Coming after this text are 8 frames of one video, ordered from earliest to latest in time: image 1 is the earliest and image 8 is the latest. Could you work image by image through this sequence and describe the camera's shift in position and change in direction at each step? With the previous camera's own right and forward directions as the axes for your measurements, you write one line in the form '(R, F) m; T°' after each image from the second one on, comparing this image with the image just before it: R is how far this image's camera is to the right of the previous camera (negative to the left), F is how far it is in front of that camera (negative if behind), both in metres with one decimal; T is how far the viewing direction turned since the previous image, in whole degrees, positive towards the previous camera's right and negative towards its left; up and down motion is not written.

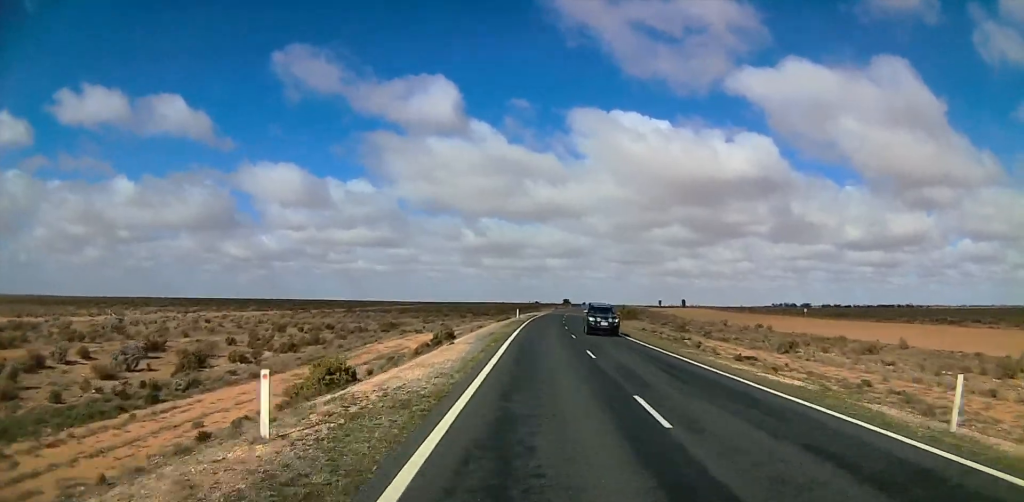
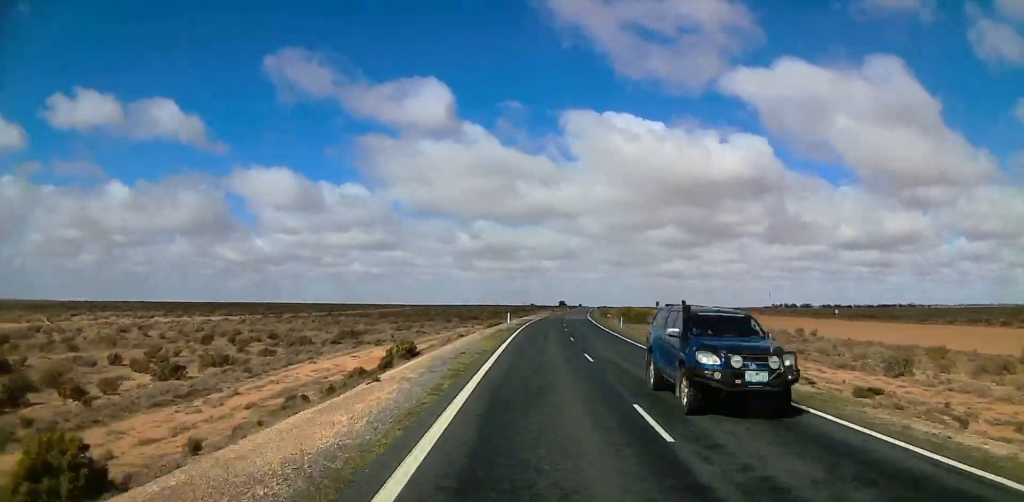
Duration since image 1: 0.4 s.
(+0.1, +12.7) m; 0°
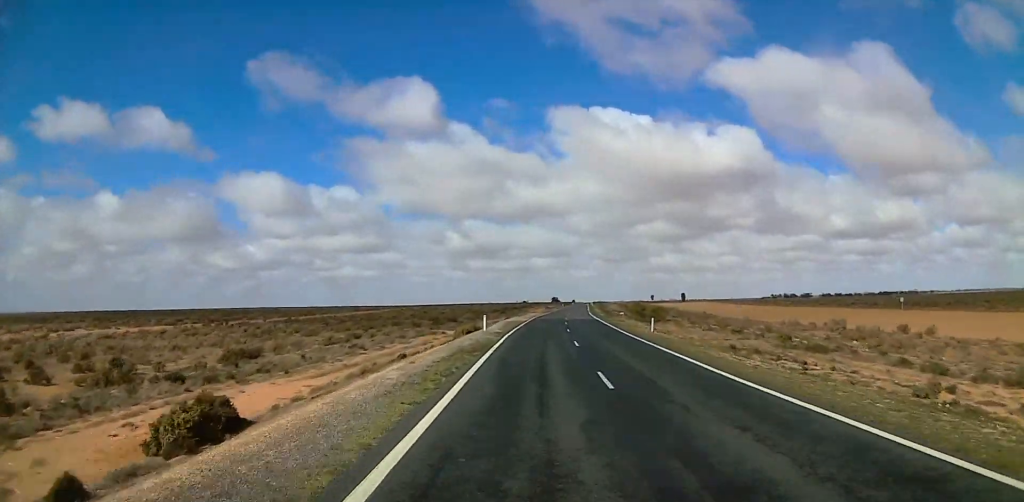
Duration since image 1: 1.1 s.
(0.0, +19.5) m; 0°
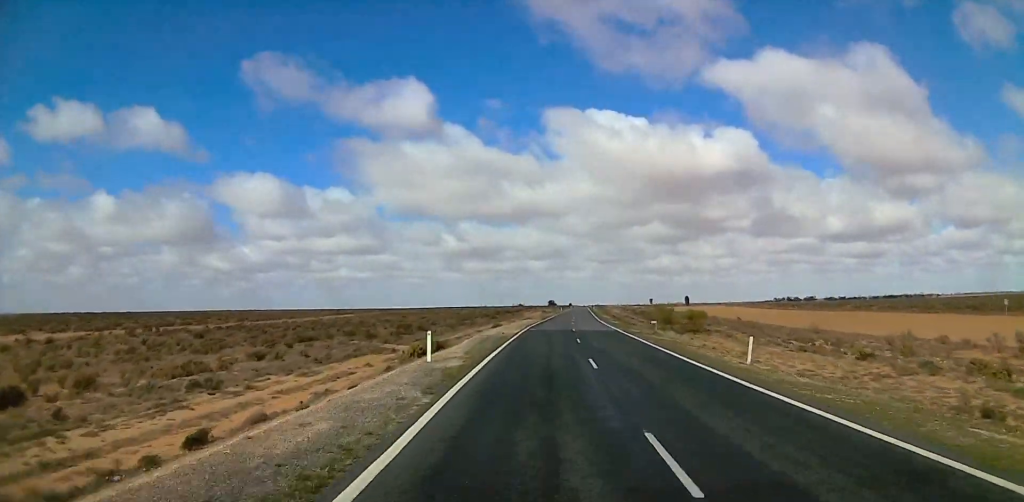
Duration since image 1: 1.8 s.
(0.0, +19.5) m; 0°
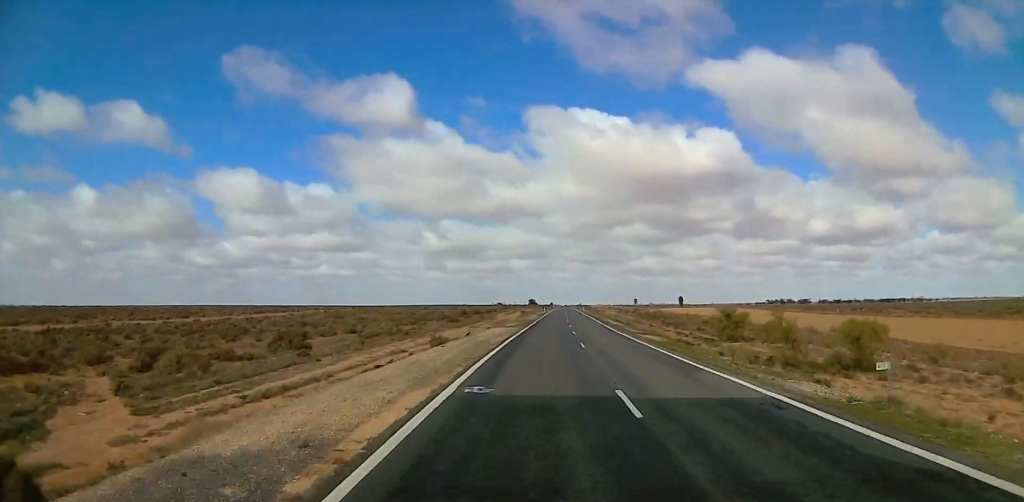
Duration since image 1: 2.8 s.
(0.0, +31.2) m; +2°
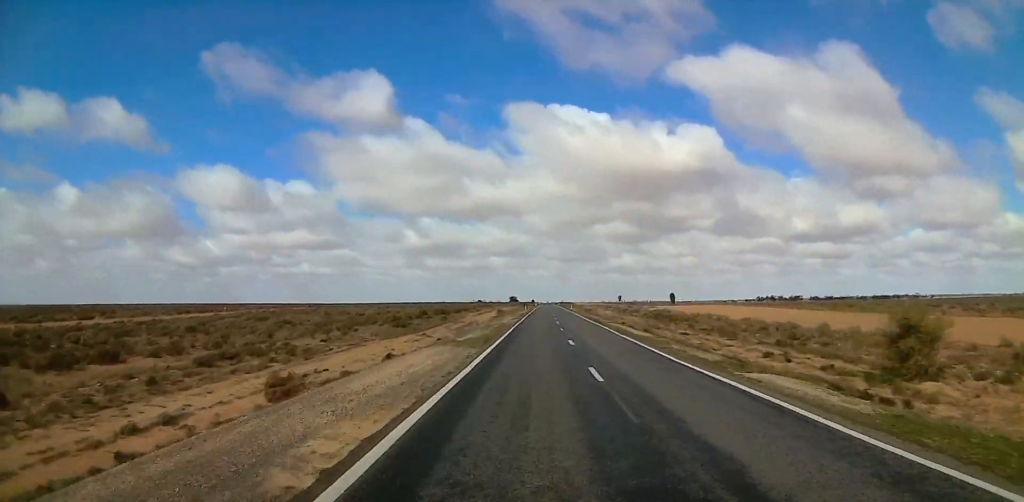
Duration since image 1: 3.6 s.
(+0.6, +23.3) m; +2°
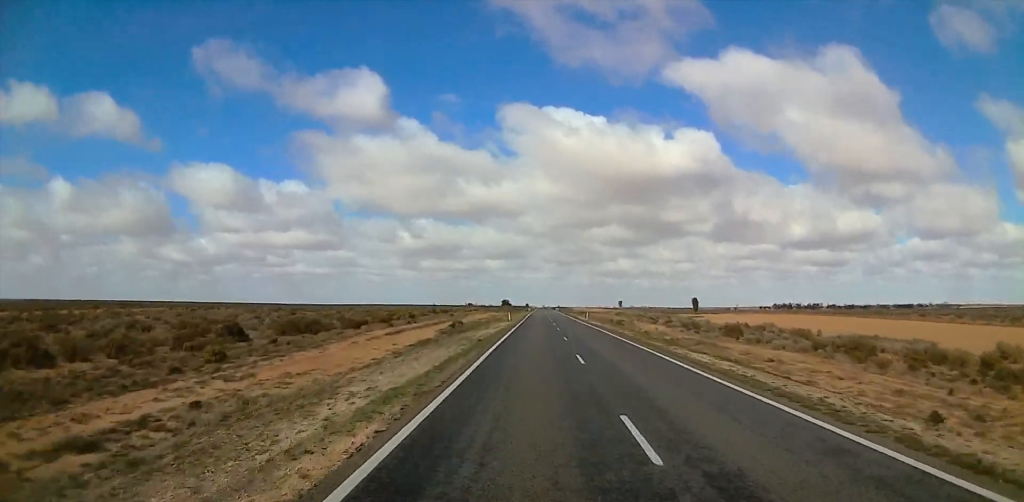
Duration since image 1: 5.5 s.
(+1.2, +55.5) m; +1°
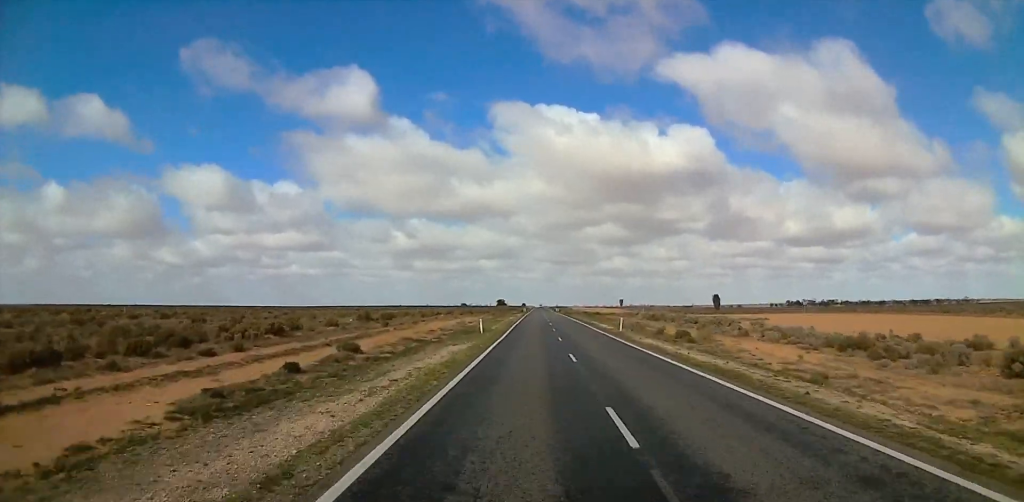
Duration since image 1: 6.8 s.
(0.0, +35.1) m; 0°
